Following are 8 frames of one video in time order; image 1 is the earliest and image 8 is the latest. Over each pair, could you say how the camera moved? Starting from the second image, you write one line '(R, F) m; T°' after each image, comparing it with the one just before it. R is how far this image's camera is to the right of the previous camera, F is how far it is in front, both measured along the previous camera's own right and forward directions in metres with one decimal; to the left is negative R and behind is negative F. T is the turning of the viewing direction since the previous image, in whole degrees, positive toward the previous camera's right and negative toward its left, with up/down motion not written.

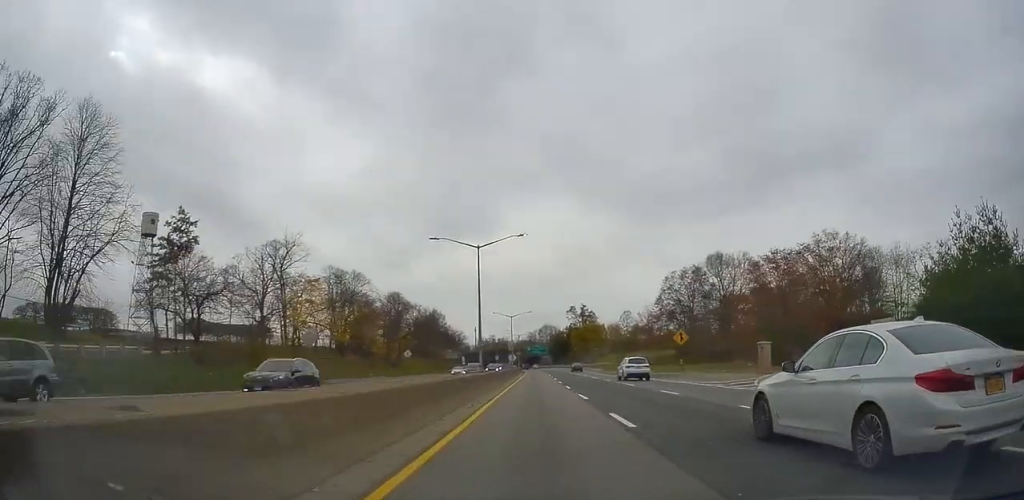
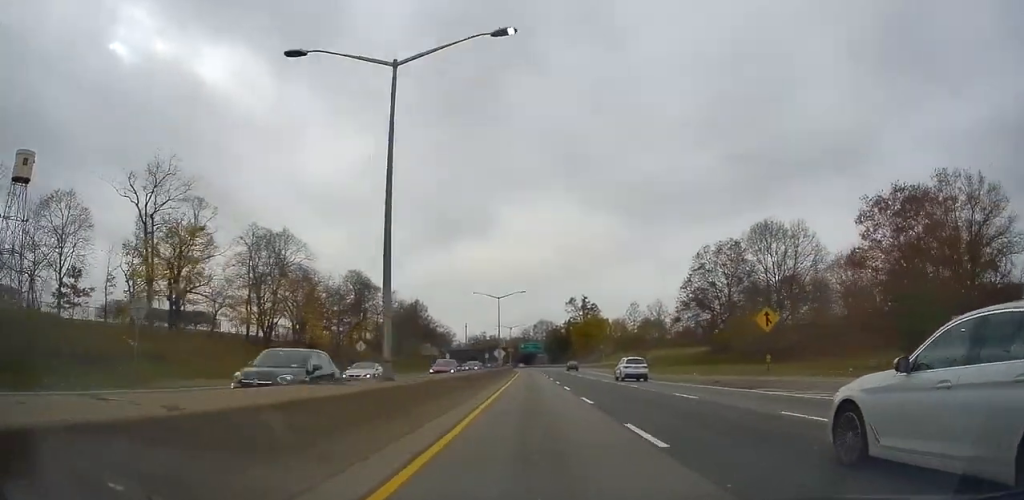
(+0.5, +22.7) m; +1°
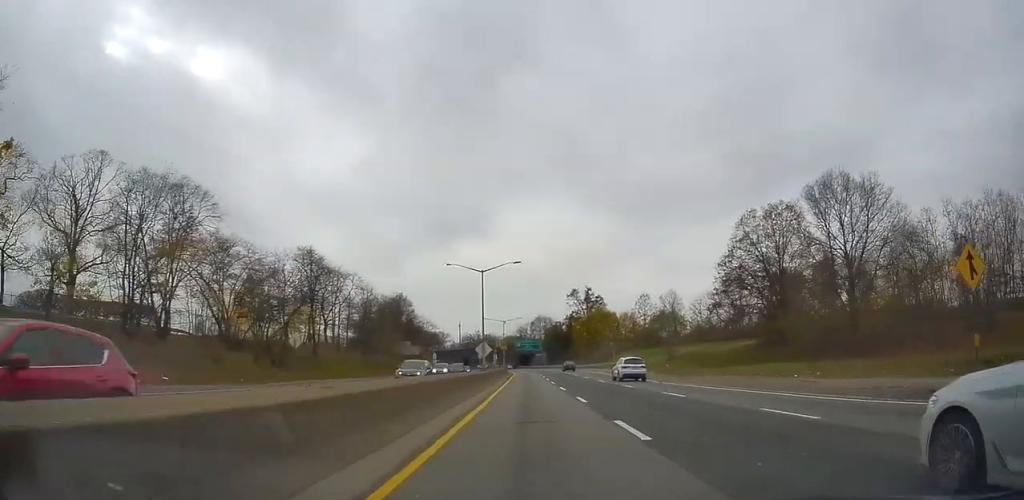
(+0.1, +19.2) m; +1°
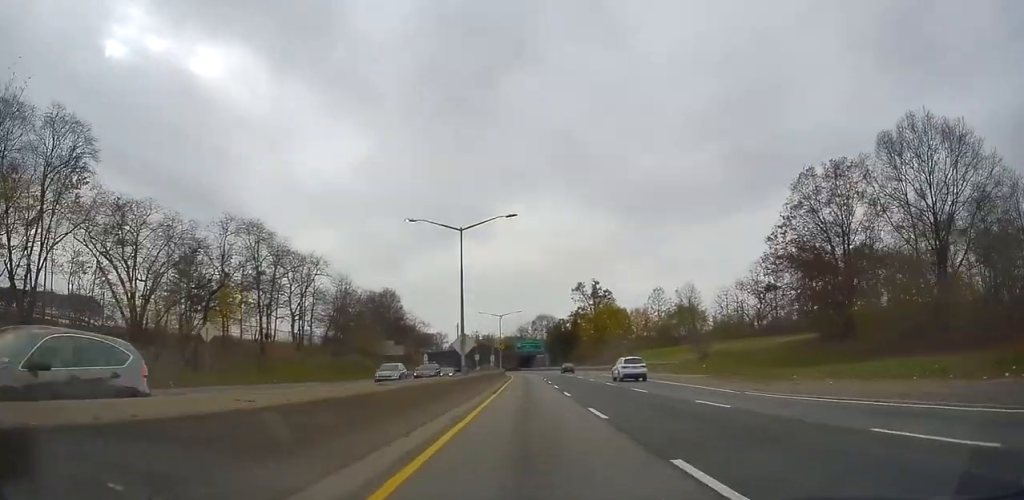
(0.0, +15.2) m; 0°
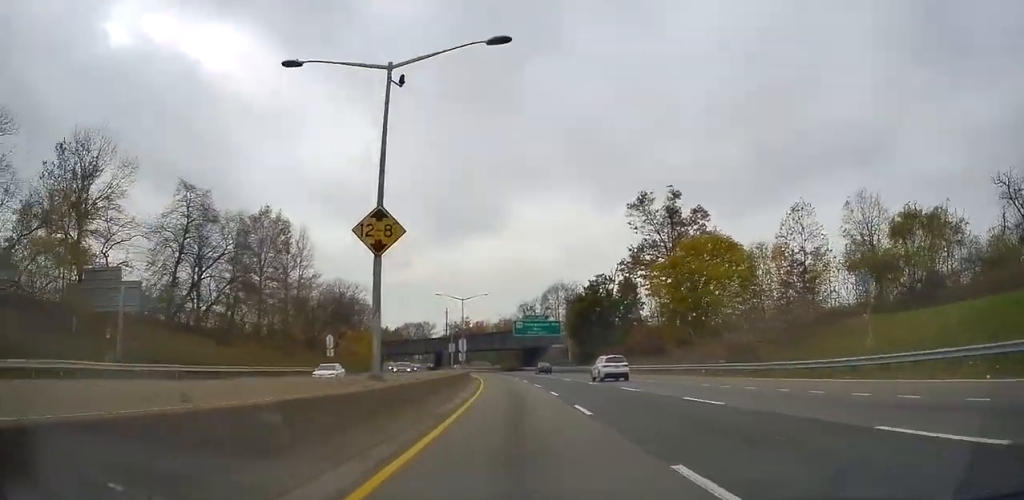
(+1.2, +70.7) m; 0°
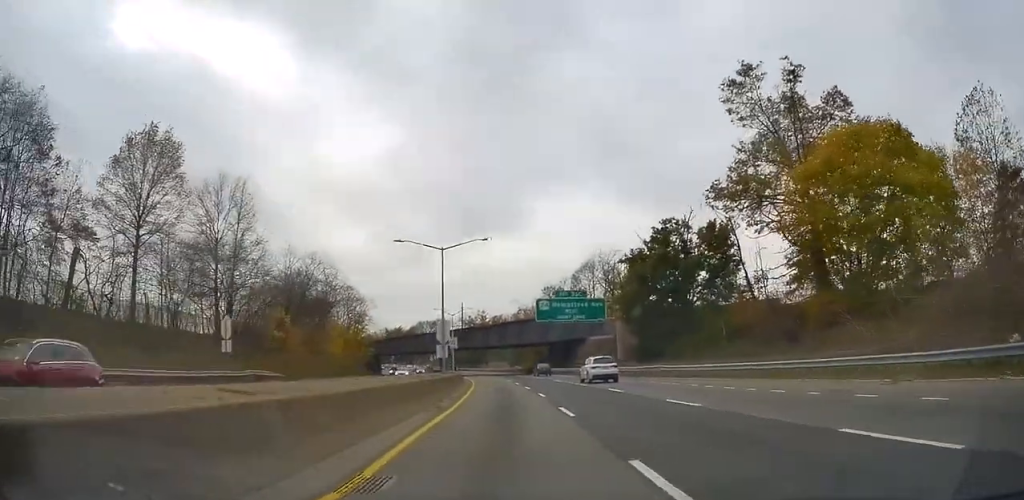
(-0.4, +29.4) m; -1°
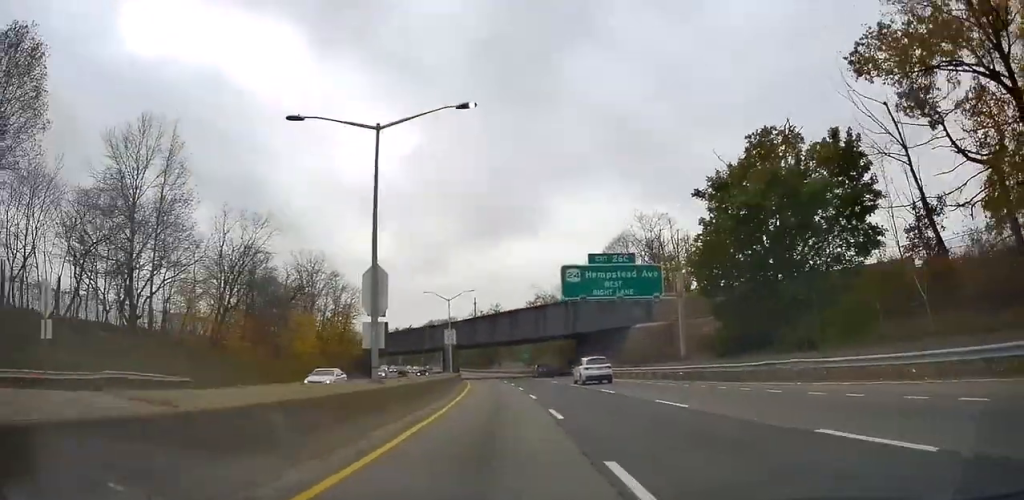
(0.0, +19.5) m; -1°
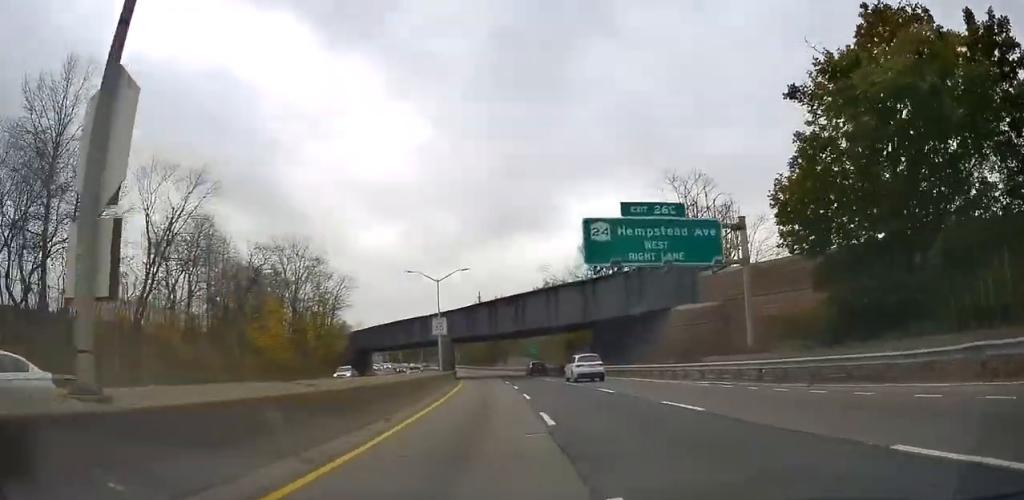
(+0.2, +12.2) m; -1°
